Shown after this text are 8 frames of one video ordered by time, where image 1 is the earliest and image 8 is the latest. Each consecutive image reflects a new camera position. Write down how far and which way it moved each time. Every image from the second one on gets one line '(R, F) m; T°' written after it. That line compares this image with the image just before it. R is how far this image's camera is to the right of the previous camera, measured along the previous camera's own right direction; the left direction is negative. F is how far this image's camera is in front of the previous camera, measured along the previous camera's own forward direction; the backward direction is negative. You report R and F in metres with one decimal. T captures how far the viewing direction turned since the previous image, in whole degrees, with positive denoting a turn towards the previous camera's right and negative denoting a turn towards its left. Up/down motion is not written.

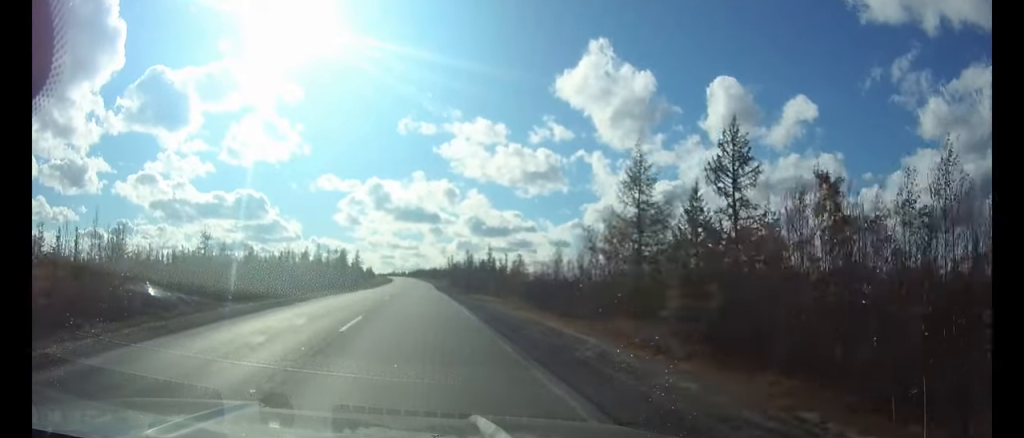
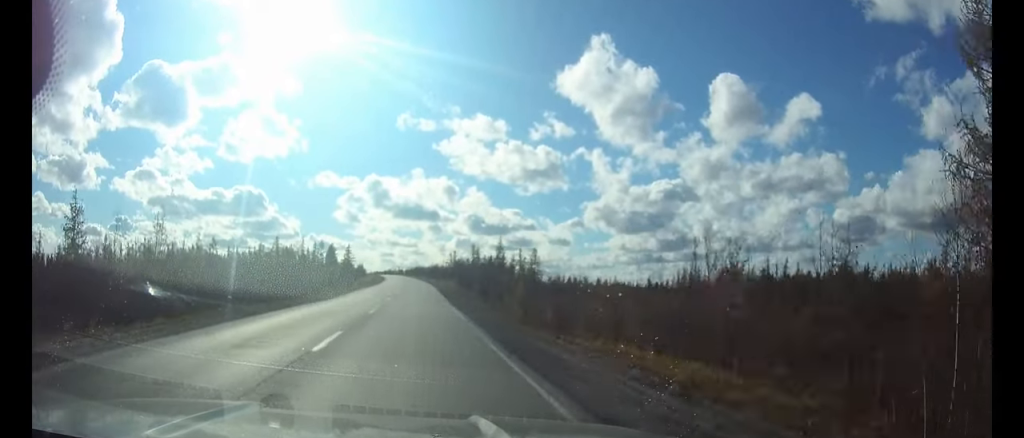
(0.0, +27.6) m; 0°
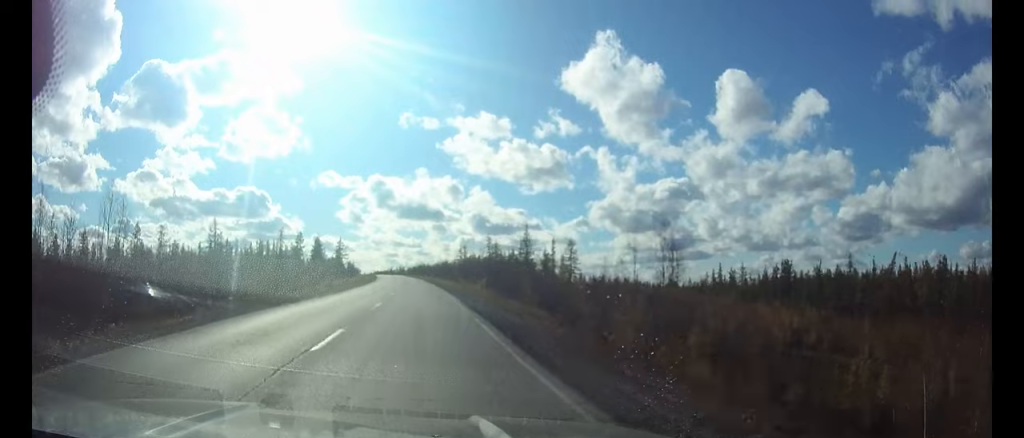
(-0.1, +34.9) m; -1°
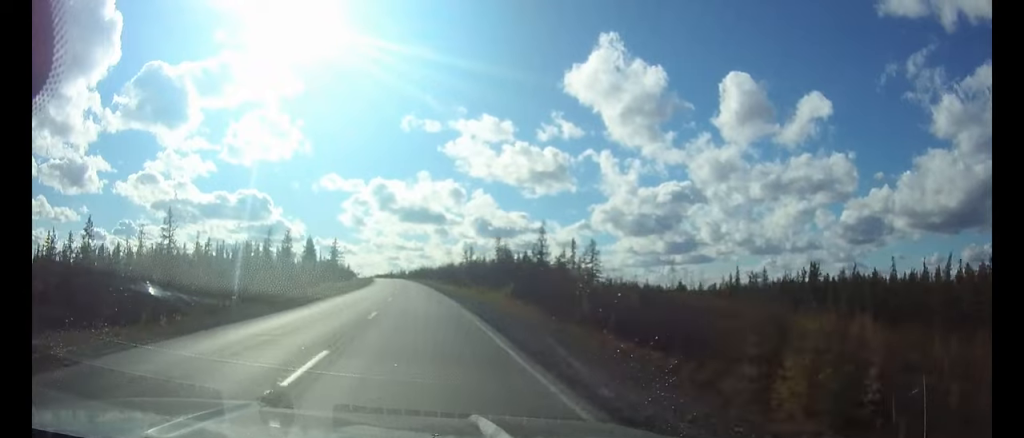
(0.0, +15.3) m; 0°
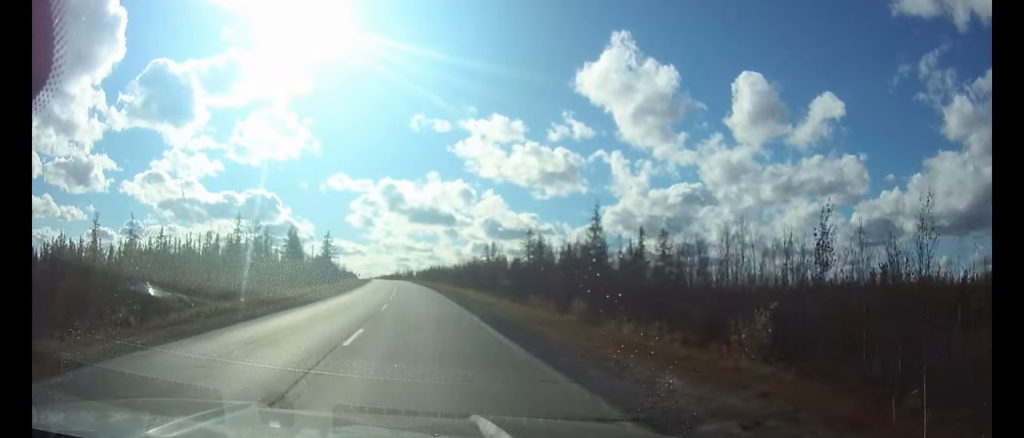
(-0.1, +31.7) m; -1°
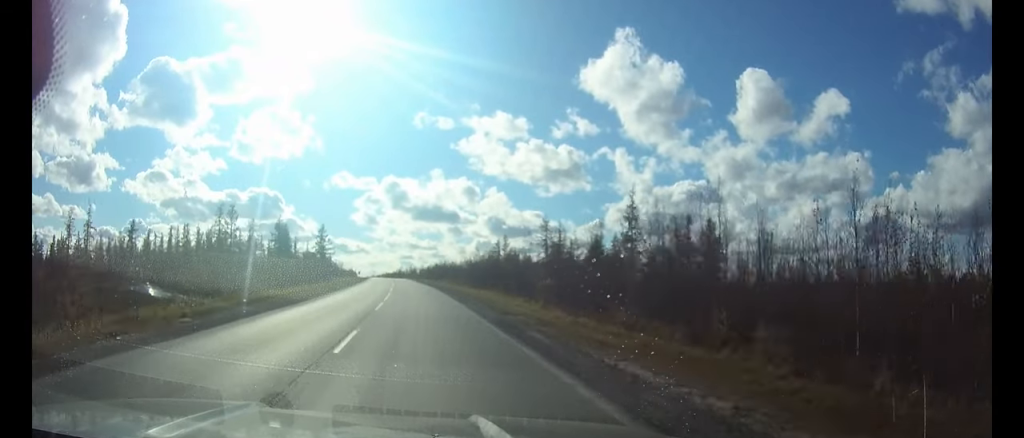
(0.0, +13.9) m; -1°
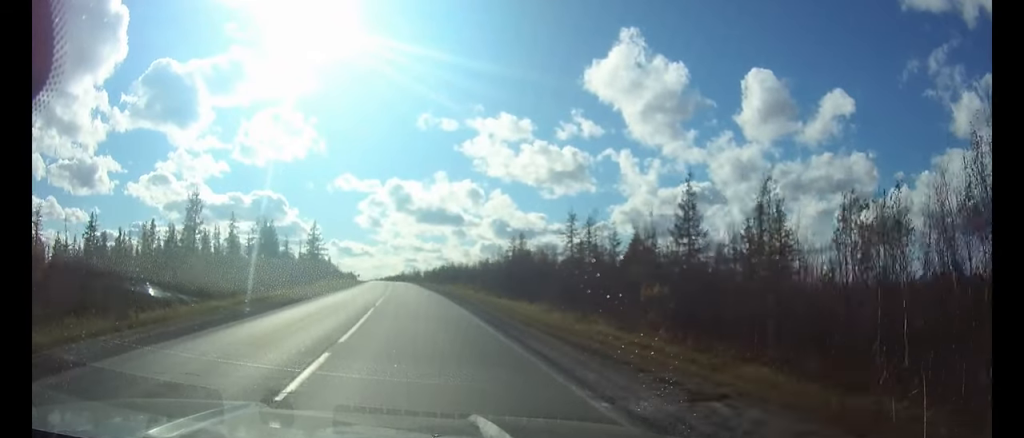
(0.0, +15.0) m; -1°
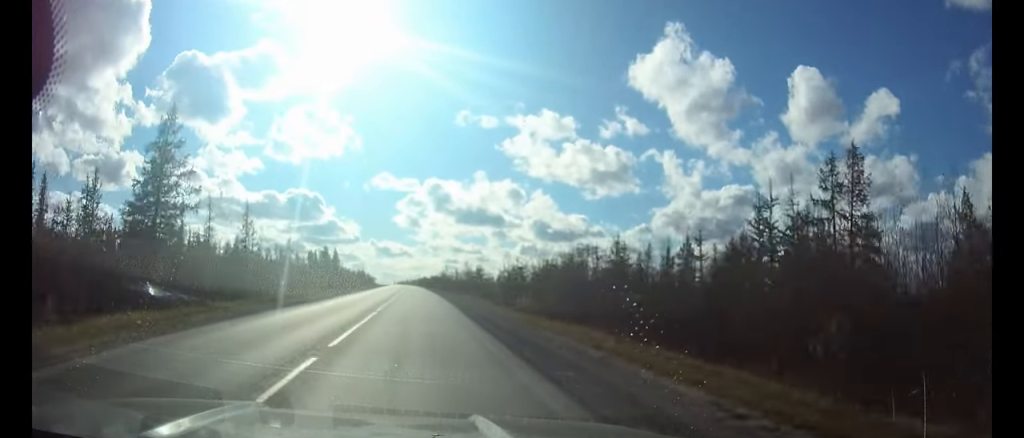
(-2.7, +84.6) m; -3°
